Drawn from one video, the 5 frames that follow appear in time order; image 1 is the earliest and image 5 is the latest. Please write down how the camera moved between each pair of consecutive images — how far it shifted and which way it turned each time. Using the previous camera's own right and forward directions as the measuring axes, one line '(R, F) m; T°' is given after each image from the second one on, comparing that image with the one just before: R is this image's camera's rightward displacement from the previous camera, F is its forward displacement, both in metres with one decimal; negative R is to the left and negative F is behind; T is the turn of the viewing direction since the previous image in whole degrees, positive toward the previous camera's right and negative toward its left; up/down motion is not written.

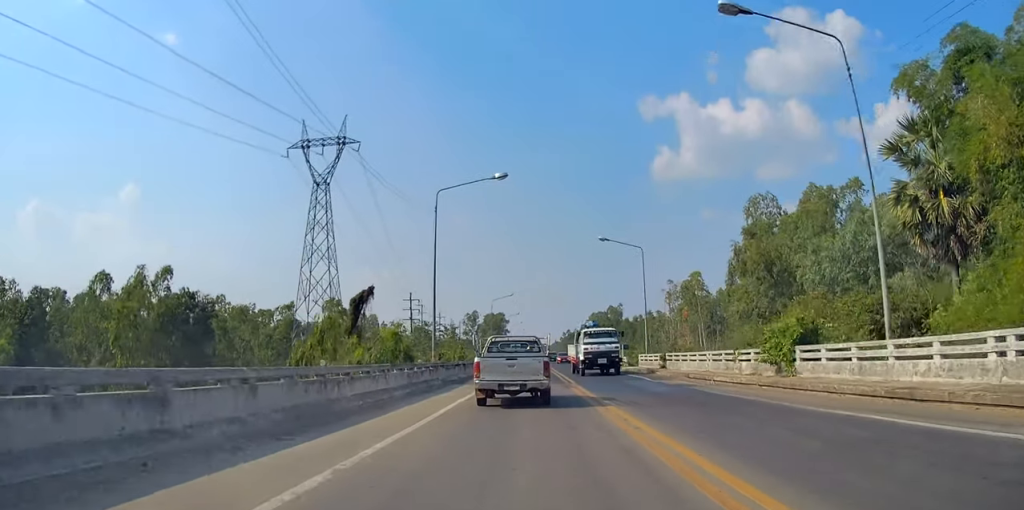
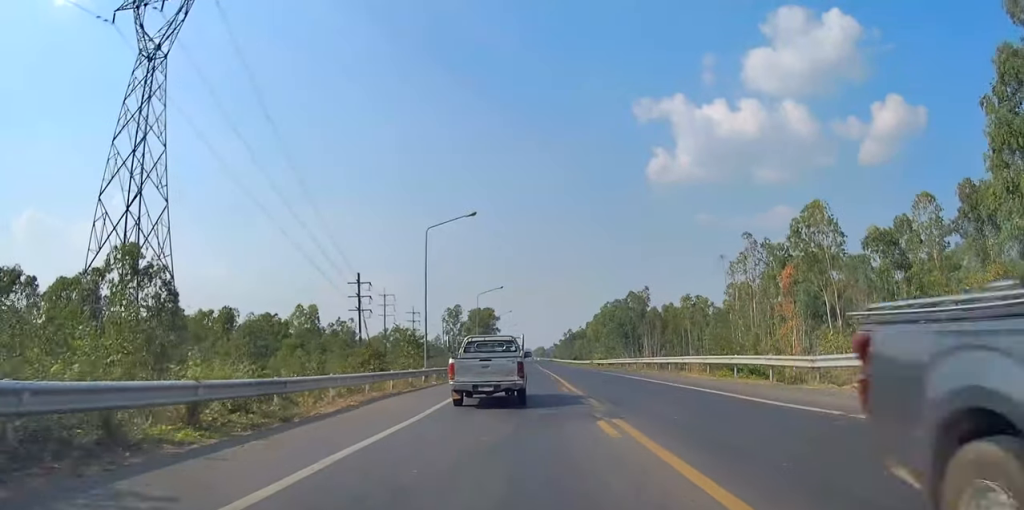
(-1.1, +48.9) m; 0°
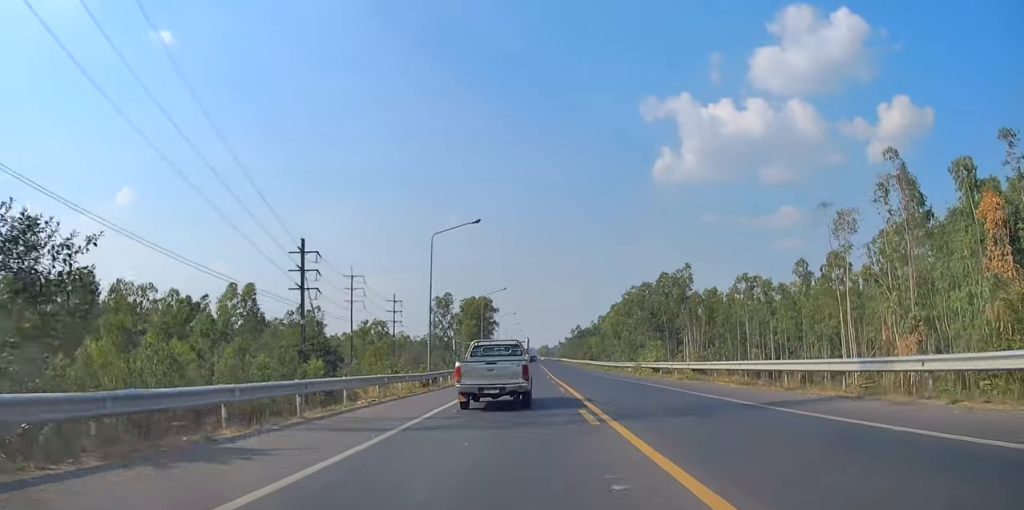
(-0.3, +33.9) m; -2°
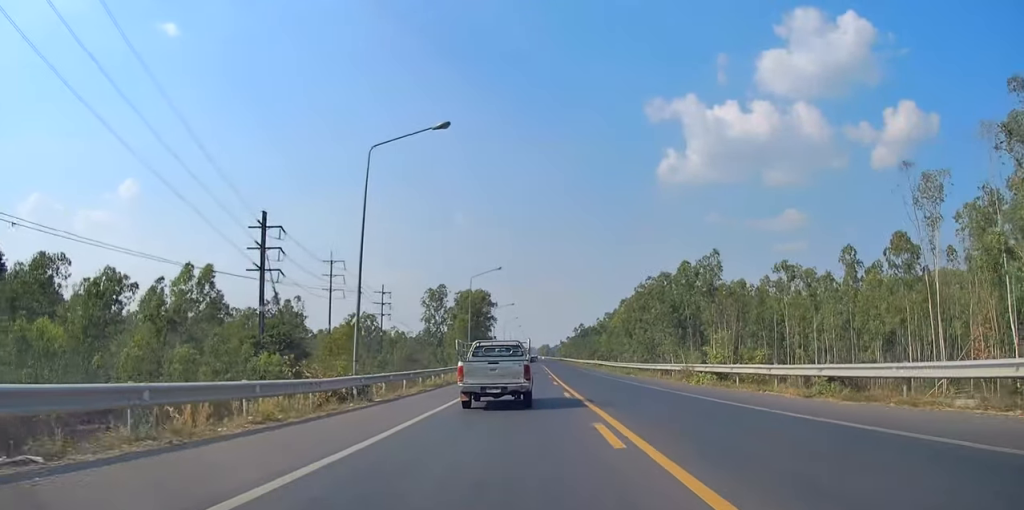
(0.0, +14.7) m; +2°
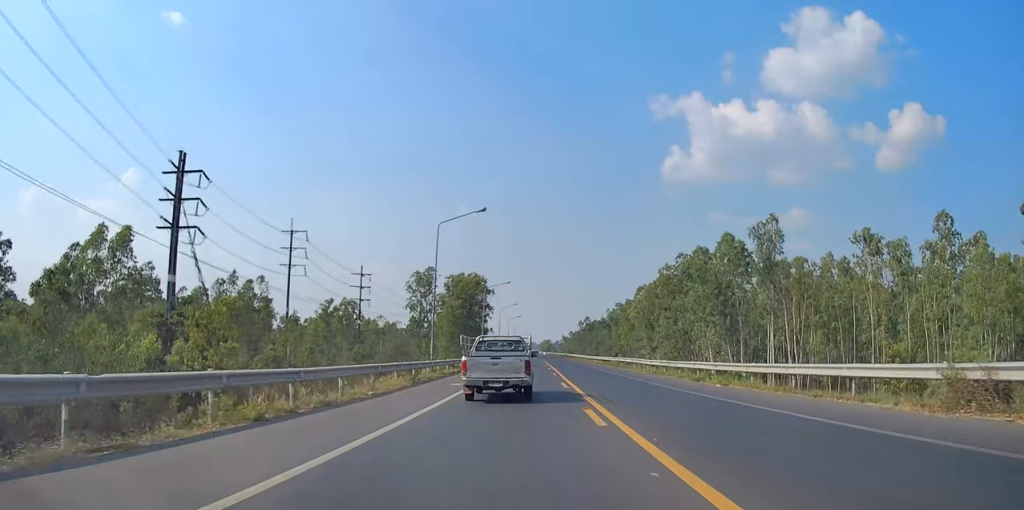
(+0.8, +21.2) m; +1°
